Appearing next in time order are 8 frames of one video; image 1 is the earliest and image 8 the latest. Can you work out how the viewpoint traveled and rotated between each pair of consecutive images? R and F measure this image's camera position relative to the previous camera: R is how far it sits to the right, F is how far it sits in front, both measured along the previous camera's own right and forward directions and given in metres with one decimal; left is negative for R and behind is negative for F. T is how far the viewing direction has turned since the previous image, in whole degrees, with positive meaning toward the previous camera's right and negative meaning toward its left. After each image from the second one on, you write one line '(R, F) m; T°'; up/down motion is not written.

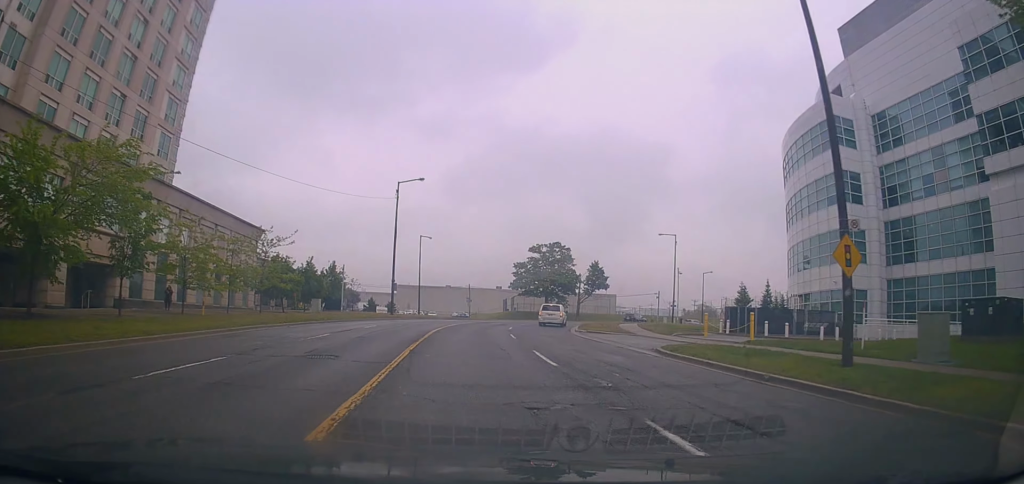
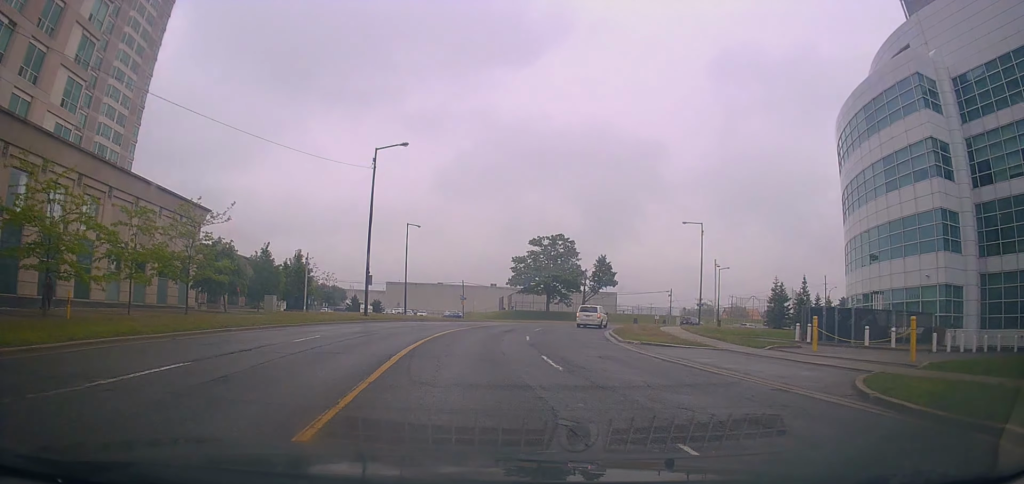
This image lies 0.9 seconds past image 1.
(+0.5, +11.3) m; 0°
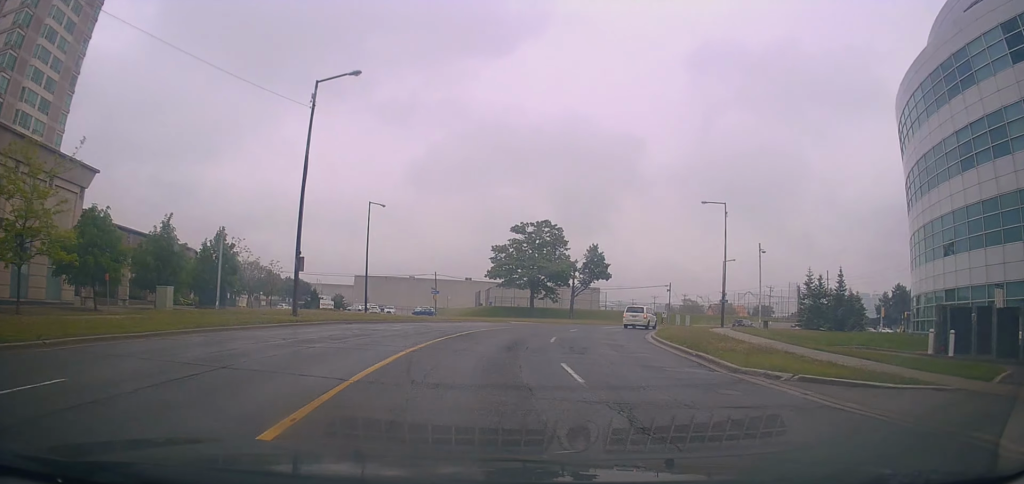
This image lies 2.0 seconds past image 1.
(-0.4, +13.0) m; 0°
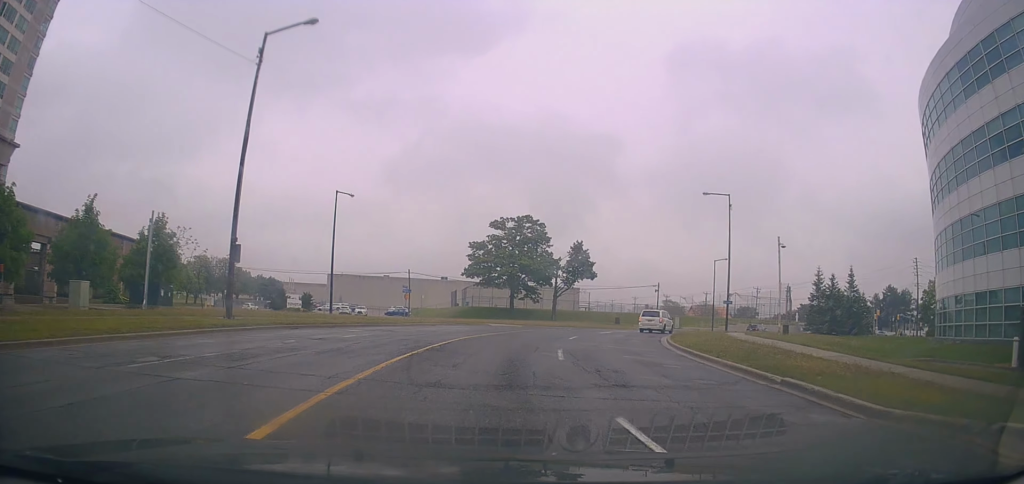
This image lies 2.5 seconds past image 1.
(-0.1, +6.2) m; +2°
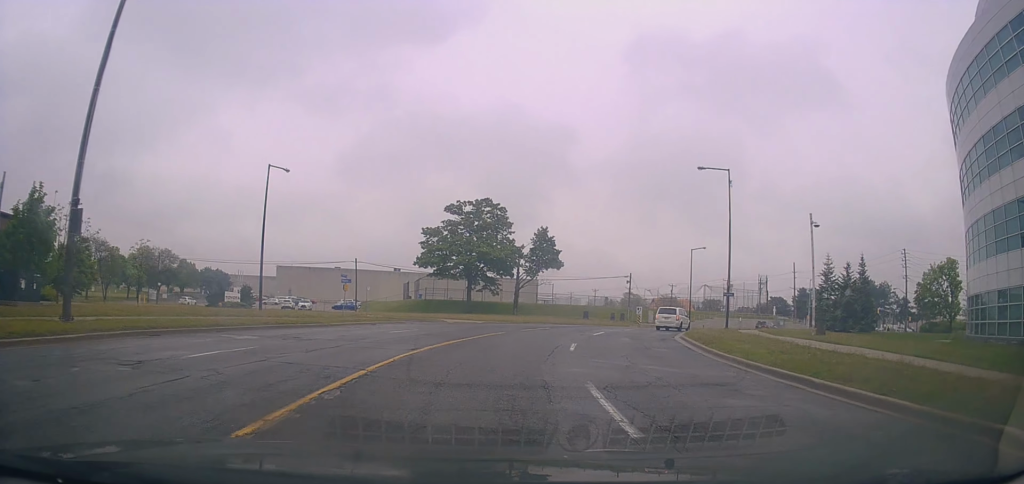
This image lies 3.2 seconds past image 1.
(+0.6, +8.5) m; +6°
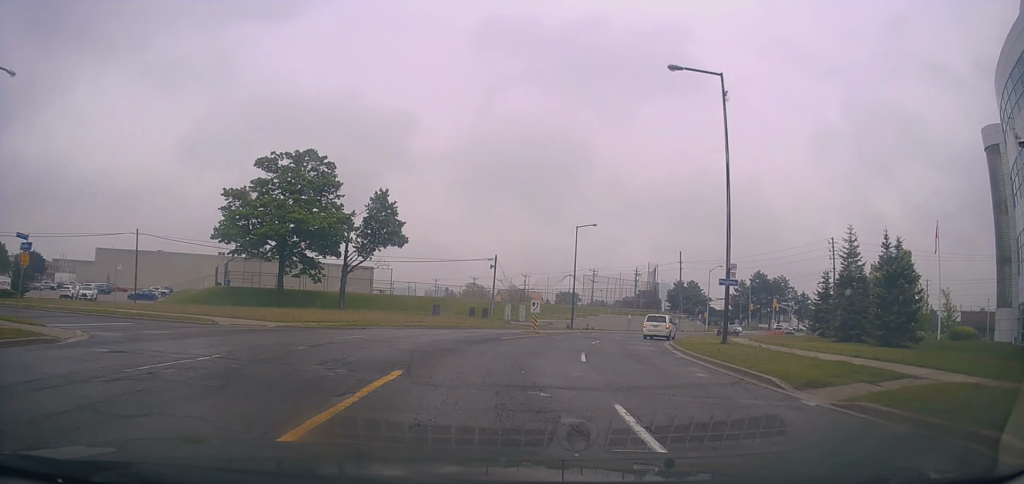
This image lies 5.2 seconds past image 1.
(+3.1, +22.4) m; +16°
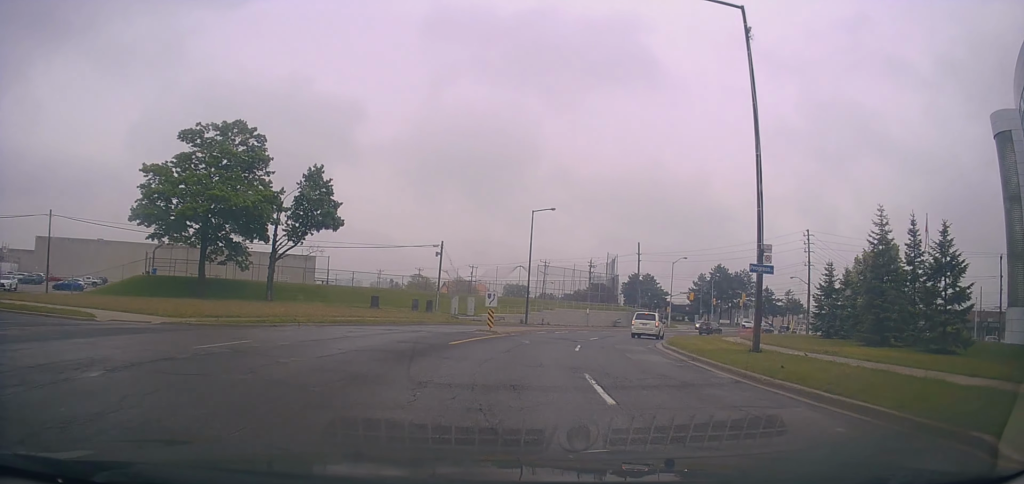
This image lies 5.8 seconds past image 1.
(+0.3, +7.0) m; +7°
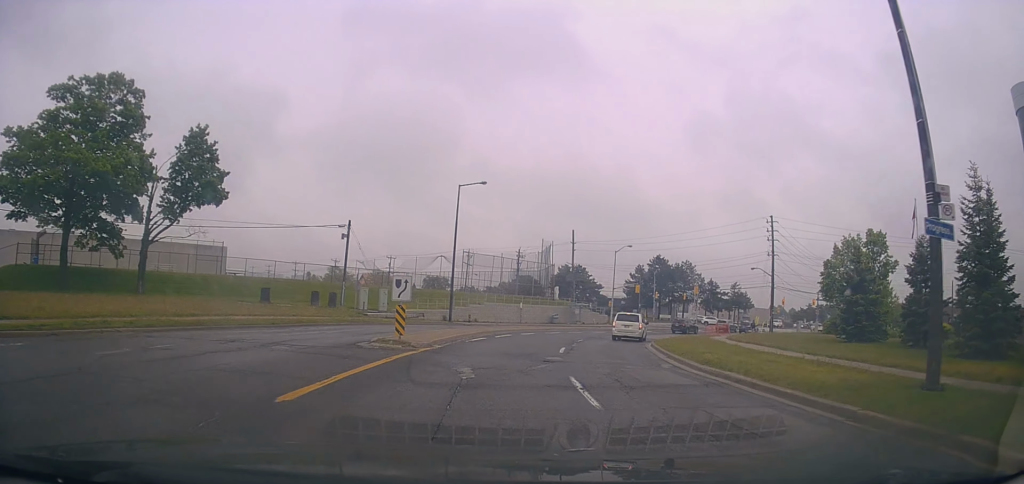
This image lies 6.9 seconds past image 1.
(+1.2, +11.0) m; +11°
